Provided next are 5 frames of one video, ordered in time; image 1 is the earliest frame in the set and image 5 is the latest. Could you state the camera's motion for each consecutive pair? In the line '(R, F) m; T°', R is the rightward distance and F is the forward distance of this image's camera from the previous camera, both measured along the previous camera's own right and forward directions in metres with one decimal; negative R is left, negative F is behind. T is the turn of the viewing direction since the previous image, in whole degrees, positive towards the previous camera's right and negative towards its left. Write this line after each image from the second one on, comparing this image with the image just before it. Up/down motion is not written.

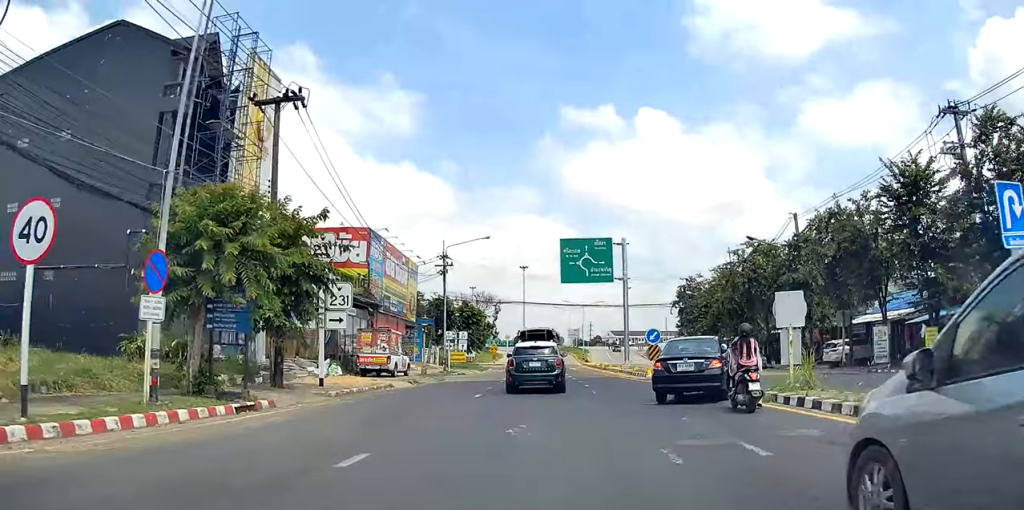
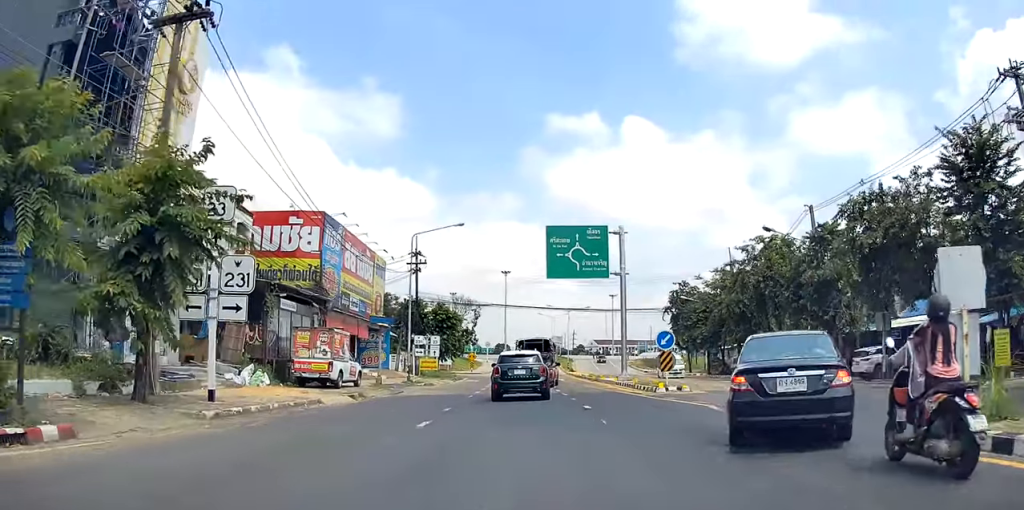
(-0.1, +6.4) m; 0°
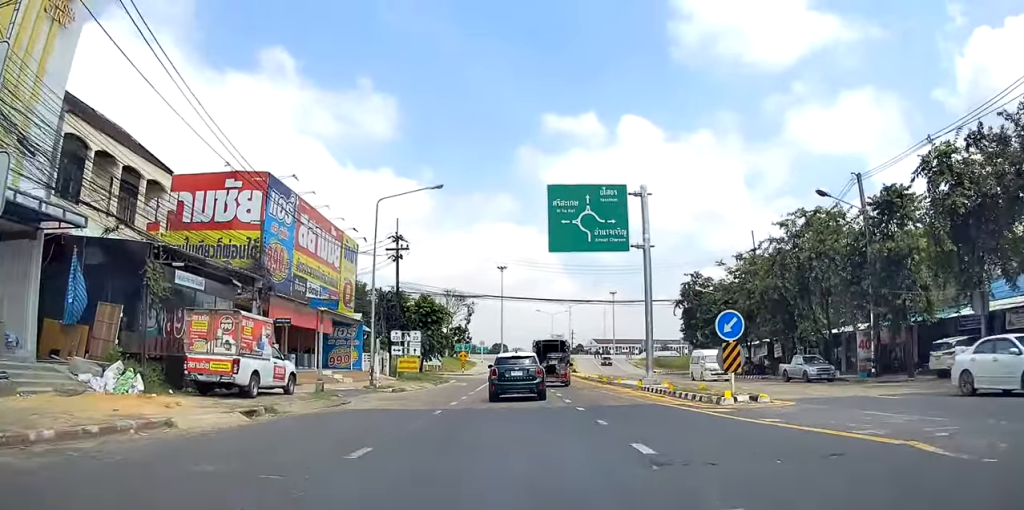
(+0.1, +7.8) m; 0°
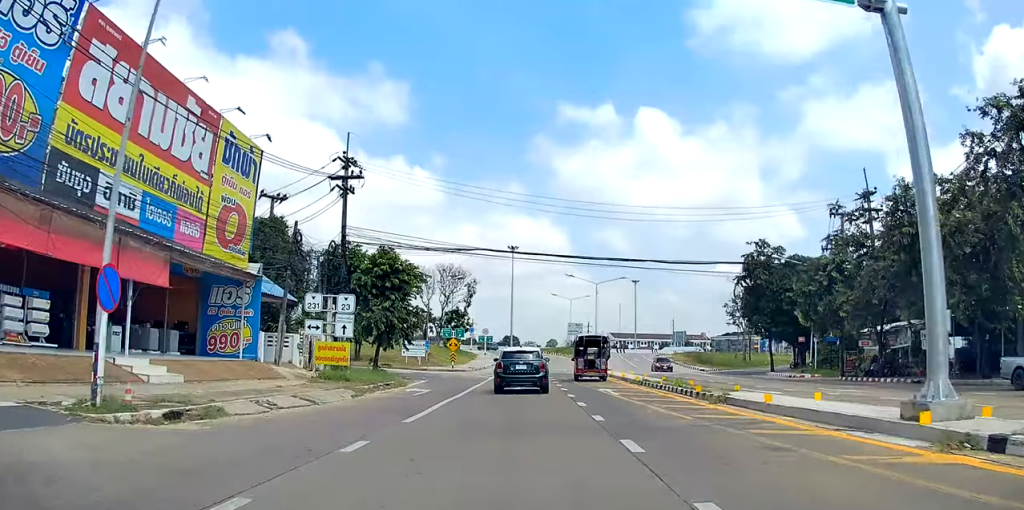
(-1.0, +18.2) m; -4°
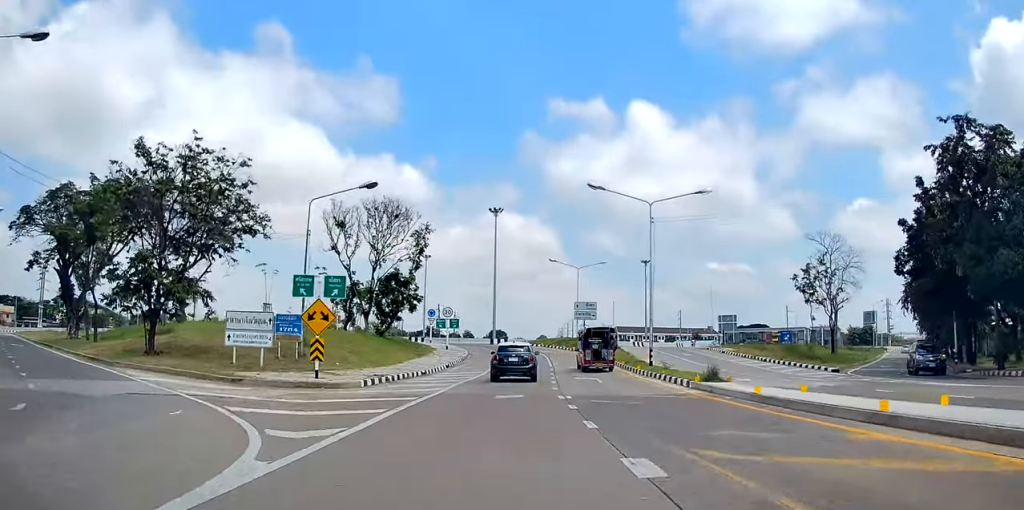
(+1.5, +33.2) m; +3°
